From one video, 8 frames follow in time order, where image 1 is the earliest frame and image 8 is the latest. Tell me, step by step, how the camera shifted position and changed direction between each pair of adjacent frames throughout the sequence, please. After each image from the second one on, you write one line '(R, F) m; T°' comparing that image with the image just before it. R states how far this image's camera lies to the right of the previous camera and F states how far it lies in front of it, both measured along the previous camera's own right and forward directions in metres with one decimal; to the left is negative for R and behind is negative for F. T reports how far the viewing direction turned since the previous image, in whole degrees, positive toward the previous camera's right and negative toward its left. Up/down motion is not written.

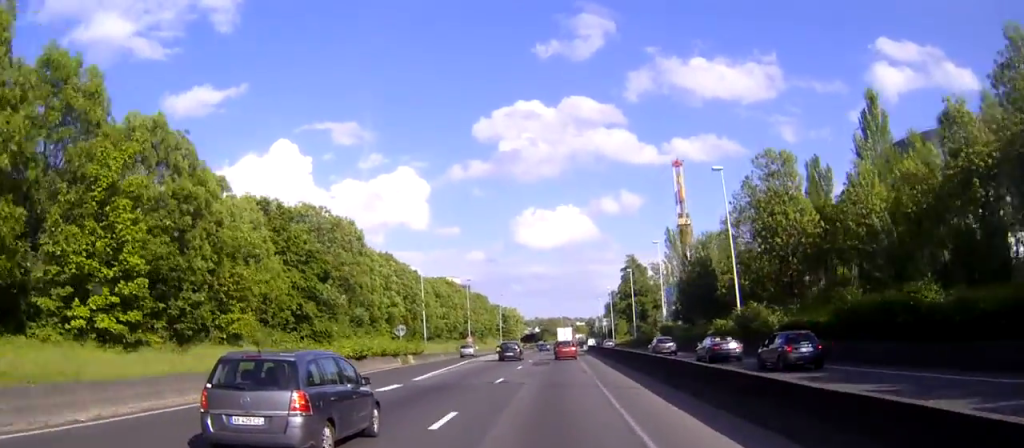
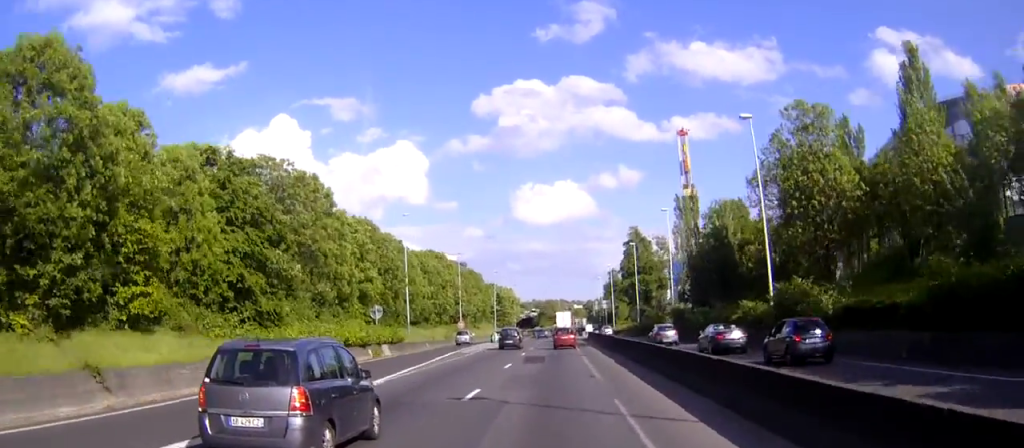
(0.0, +8.7) m; +1°
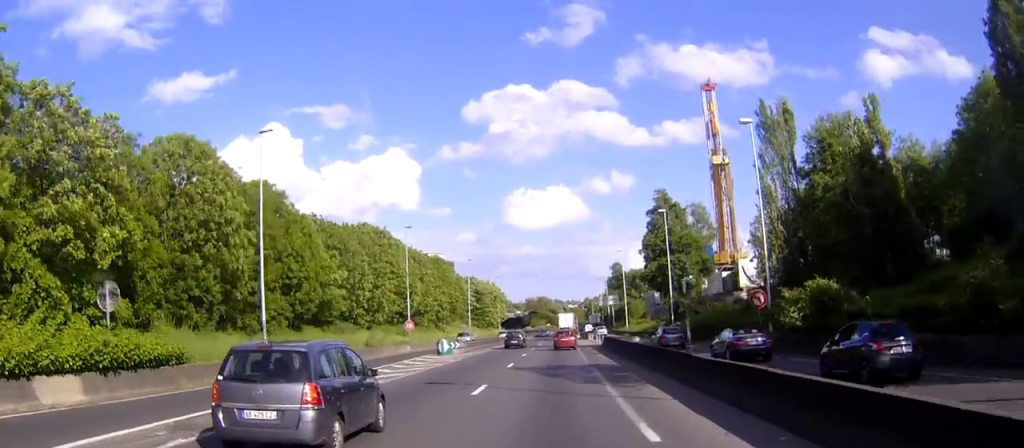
(+0.6, +39.2) m; +1°
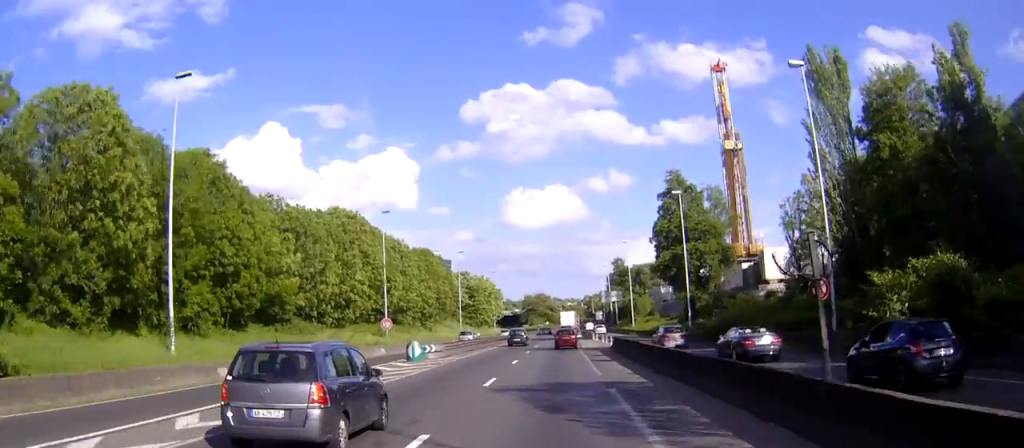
(-0.2, +10.7) m; 0°
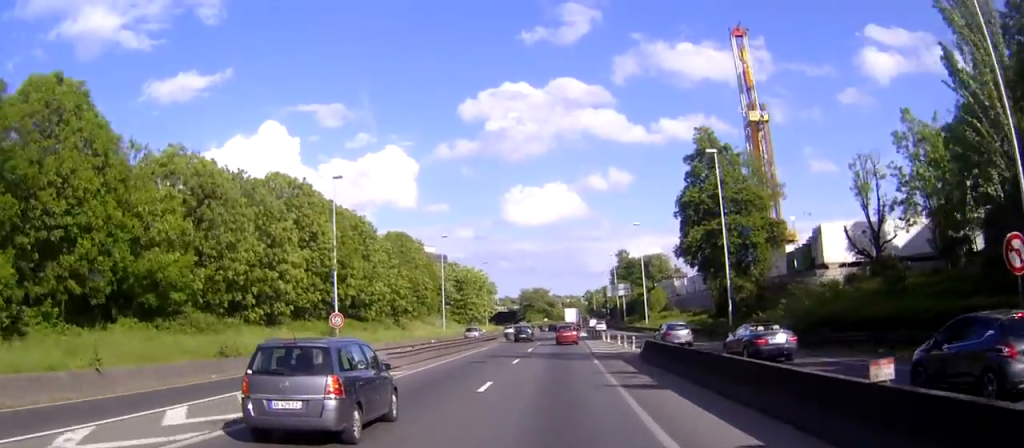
(+0.4, +16.4) m; +1°
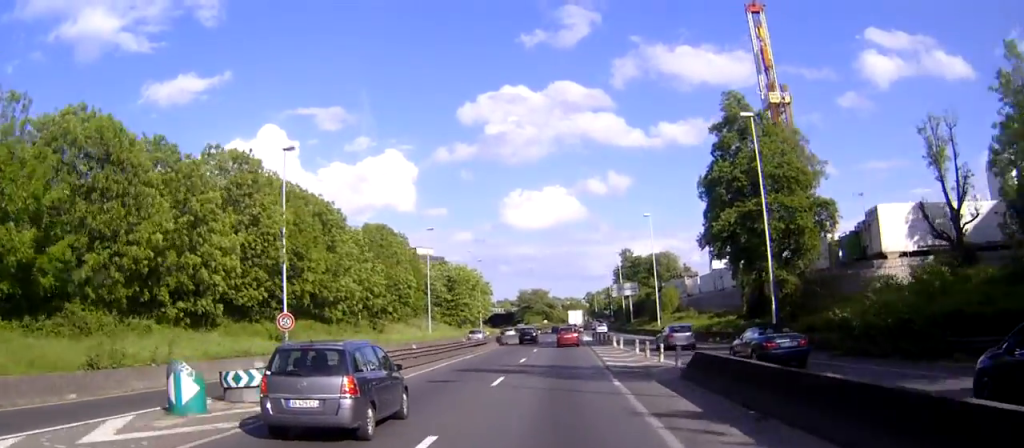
(-0.1, +10.8) m; 0°
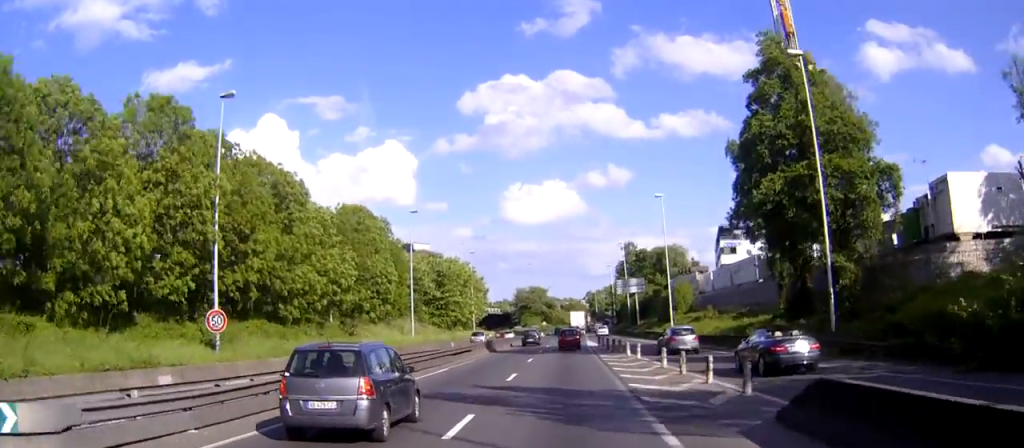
(-0.1, +9.6) m; 0°
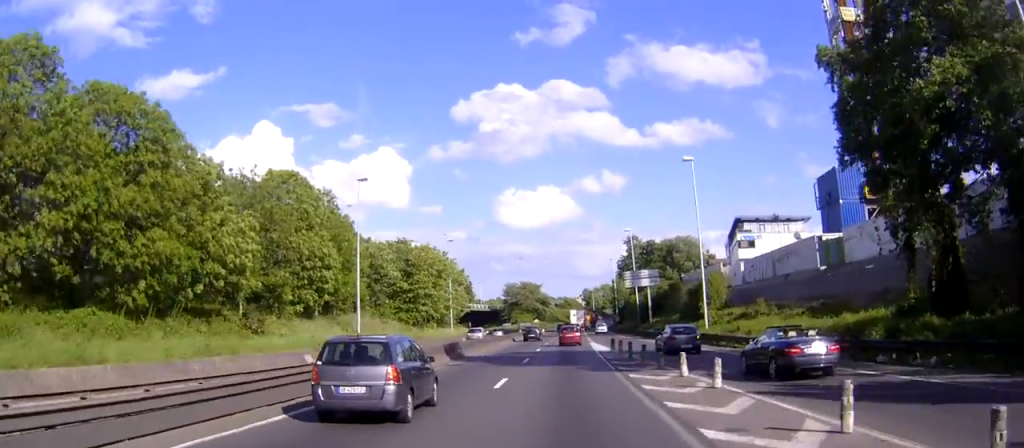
(+0.2, +18.7) m; +1°
